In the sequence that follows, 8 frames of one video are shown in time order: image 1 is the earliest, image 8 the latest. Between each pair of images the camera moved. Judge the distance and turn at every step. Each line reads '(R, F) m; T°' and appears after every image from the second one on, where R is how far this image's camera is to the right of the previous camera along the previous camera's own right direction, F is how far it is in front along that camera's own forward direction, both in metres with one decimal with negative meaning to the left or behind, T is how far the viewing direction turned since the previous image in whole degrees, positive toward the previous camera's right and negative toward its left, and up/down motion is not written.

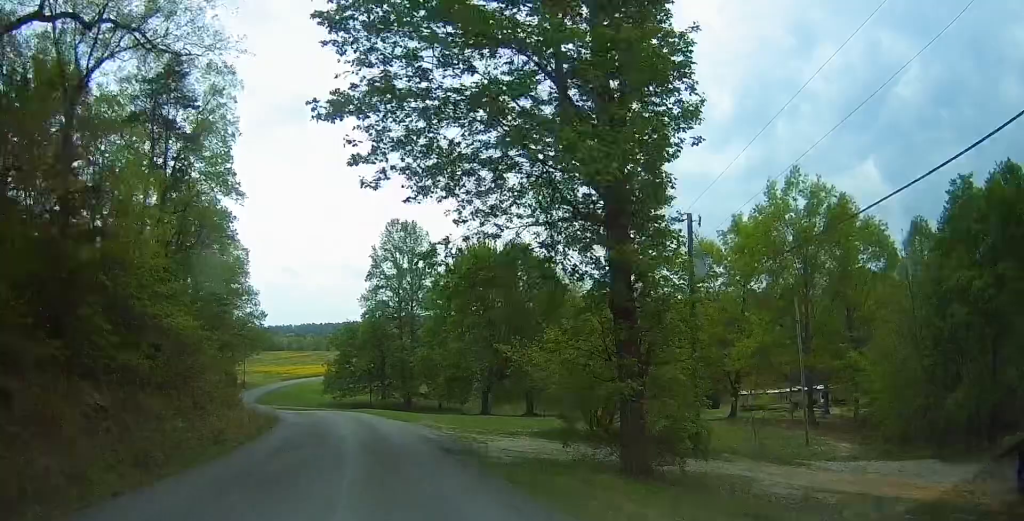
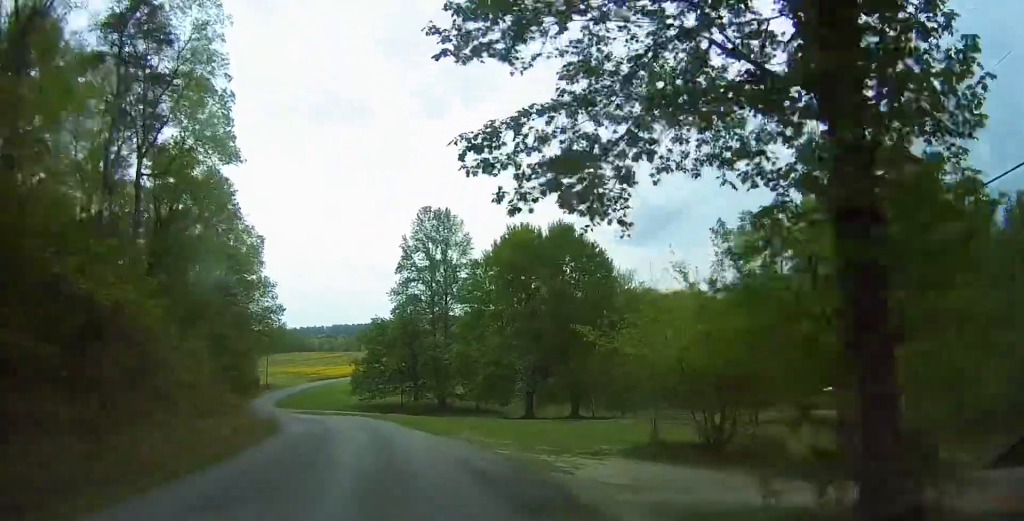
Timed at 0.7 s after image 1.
(-0.5, +7.5) m; -4°
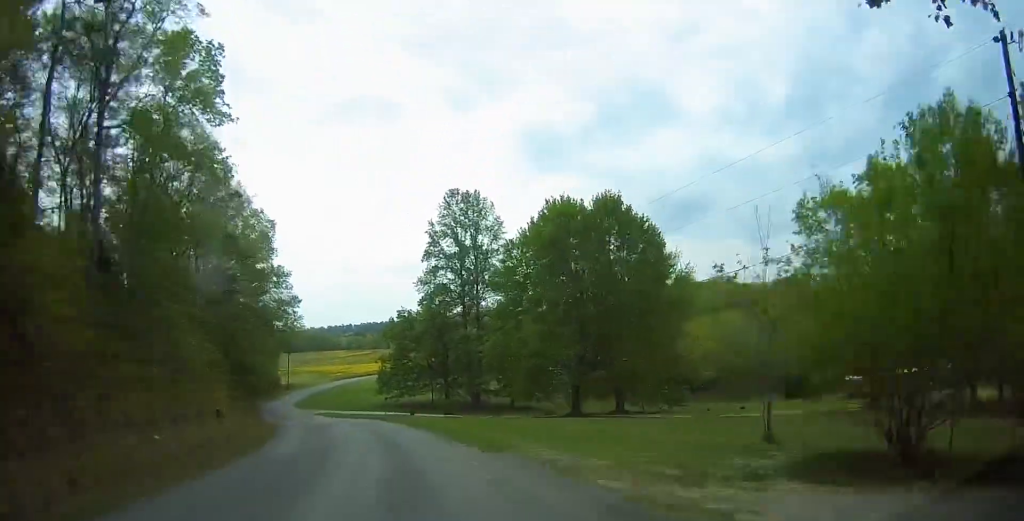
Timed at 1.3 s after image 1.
(-0.2, +6.8) m; -2°
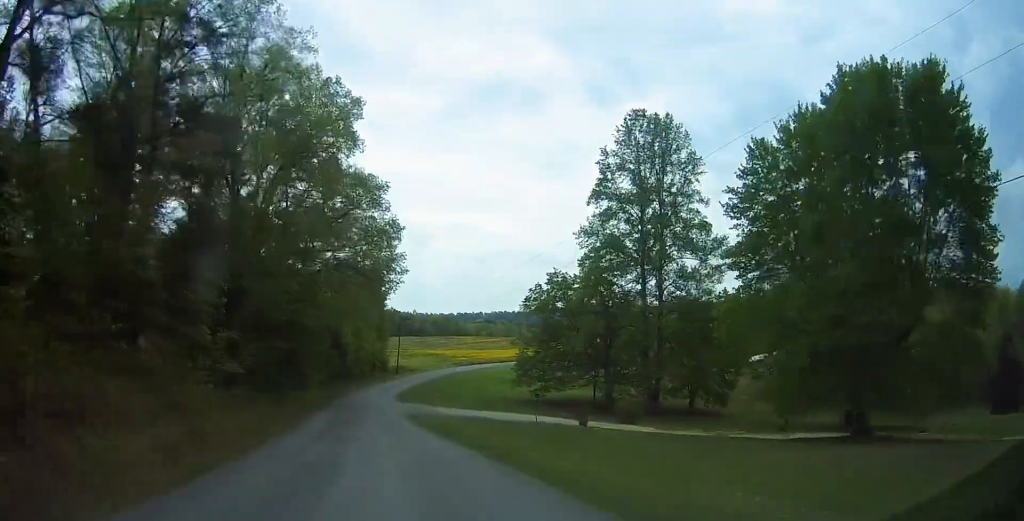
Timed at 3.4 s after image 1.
(-1.4, +25.1) m; -7°
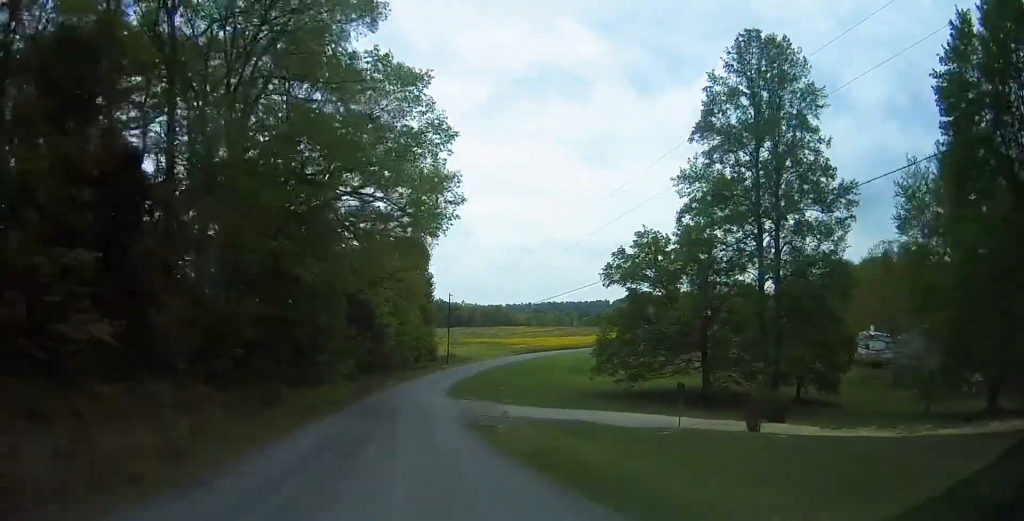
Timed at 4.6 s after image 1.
(-0.7, +14.4) m; -6°
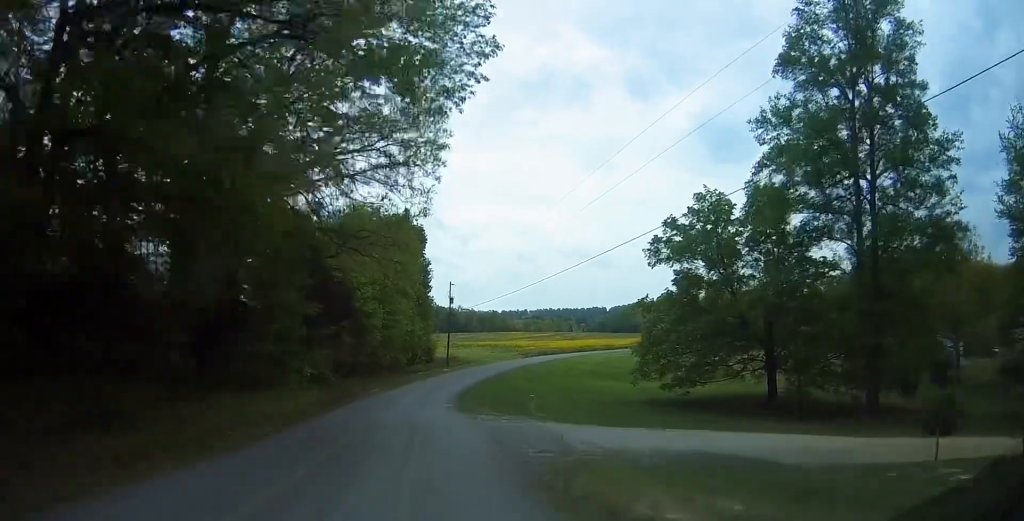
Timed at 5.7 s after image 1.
(-0.4, +13.0) m; -1°
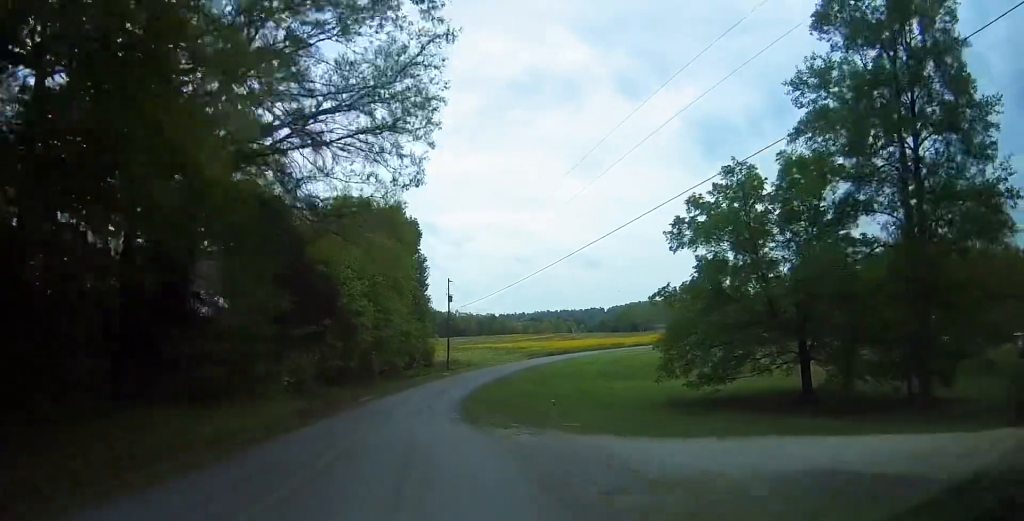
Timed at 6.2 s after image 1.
(+0.1, +5.1) m; 0°
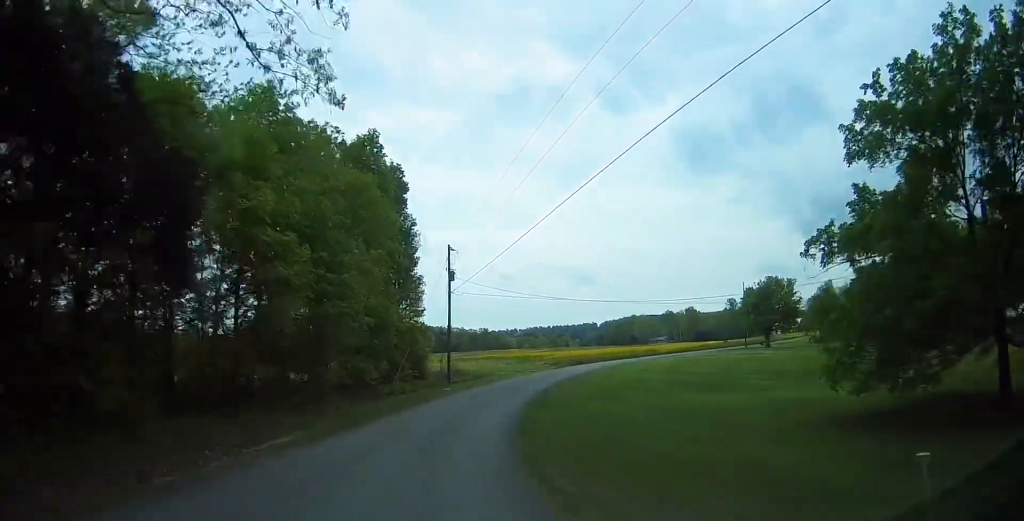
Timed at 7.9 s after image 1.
(0.0, +20.4) m; +2°
